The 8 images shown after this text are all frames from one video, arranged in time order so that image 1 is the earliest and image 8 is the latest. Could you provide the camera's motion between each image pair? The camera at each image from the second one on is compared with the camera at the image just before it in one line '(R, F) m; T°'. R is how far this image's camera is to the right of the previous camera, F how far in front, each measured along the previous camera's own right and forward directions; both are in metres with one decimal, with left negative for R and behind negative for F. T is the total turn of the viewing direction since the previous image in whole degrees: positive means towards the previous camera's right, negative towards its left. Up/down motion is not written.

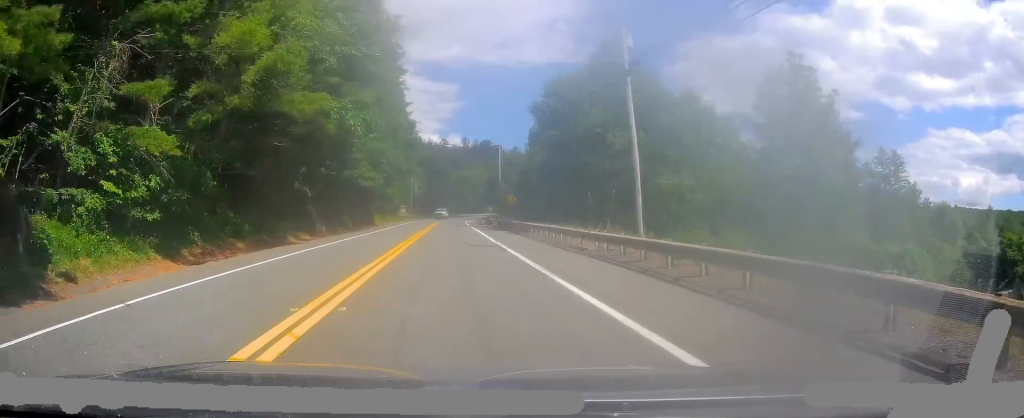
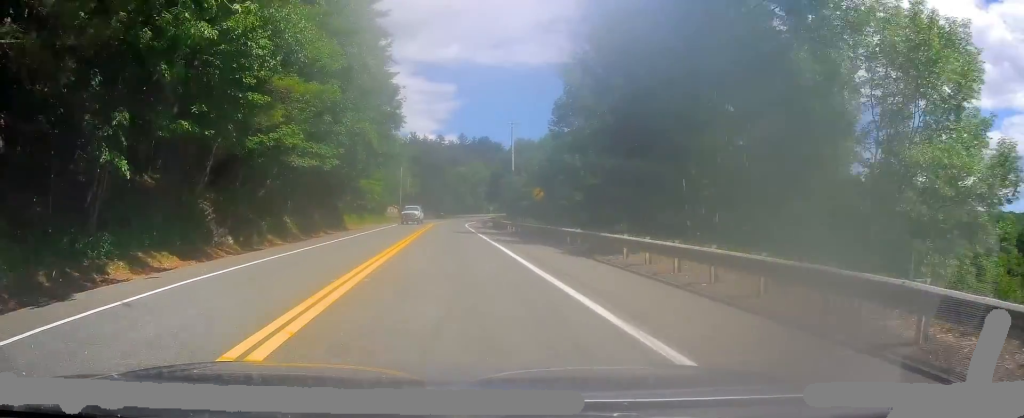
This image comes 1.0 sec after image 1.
(-0.3, +19.2) m; 0°
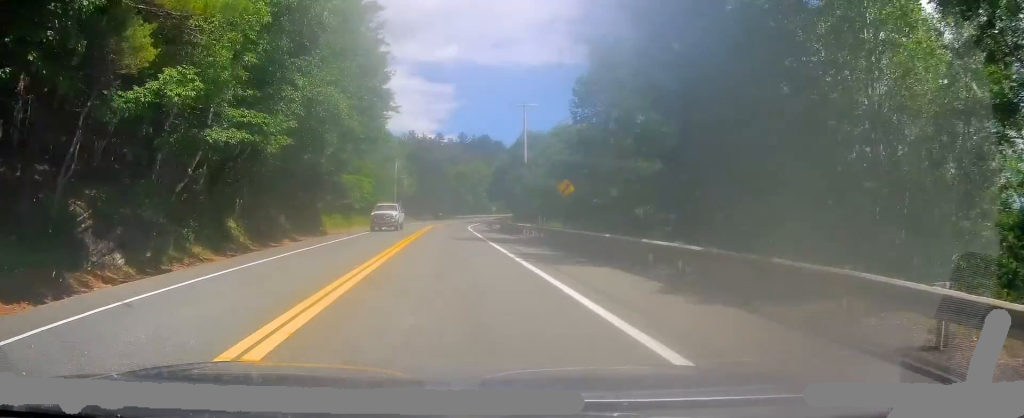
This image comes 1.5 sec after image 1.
(0.0, +9.4) m; +1°
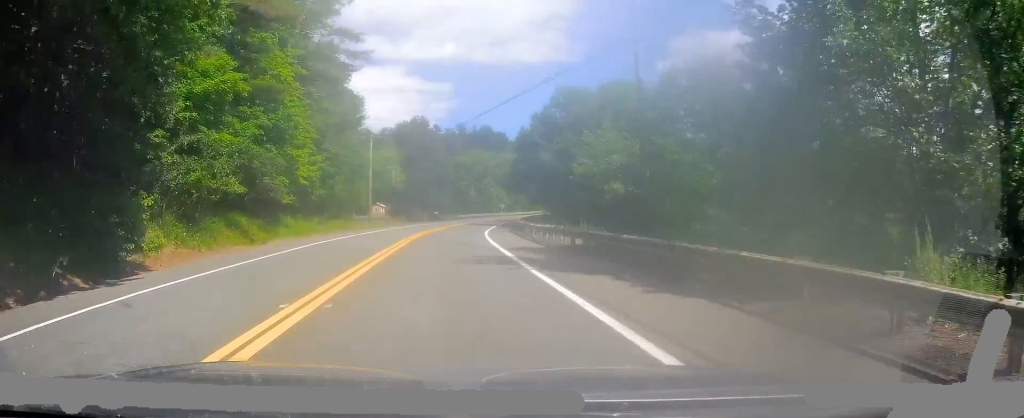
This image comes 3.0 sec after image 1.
(+0.2, +28.0) m; 0°
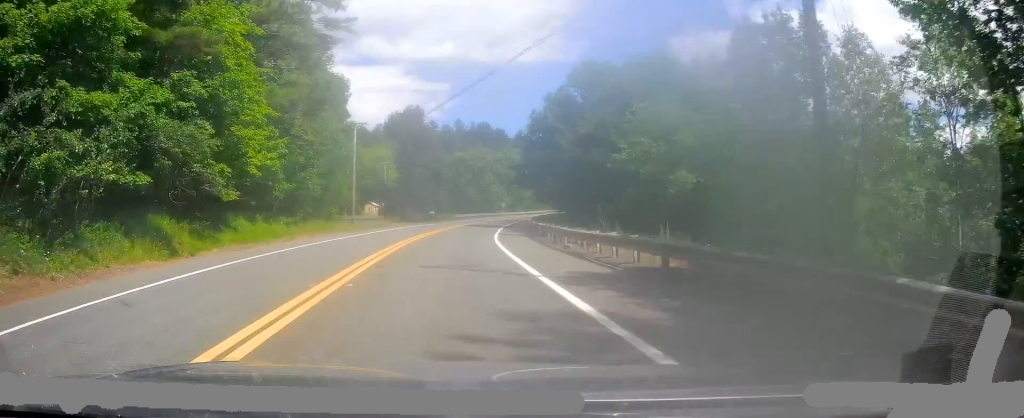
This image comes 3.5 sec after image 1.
(-0.4, +9.7) m; +1°
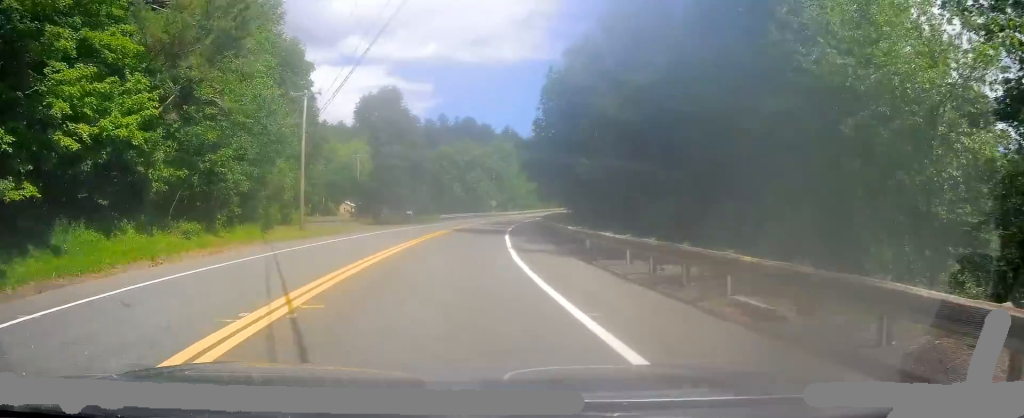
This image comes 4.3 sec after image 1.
(+0.6, +13.4) m; +3°
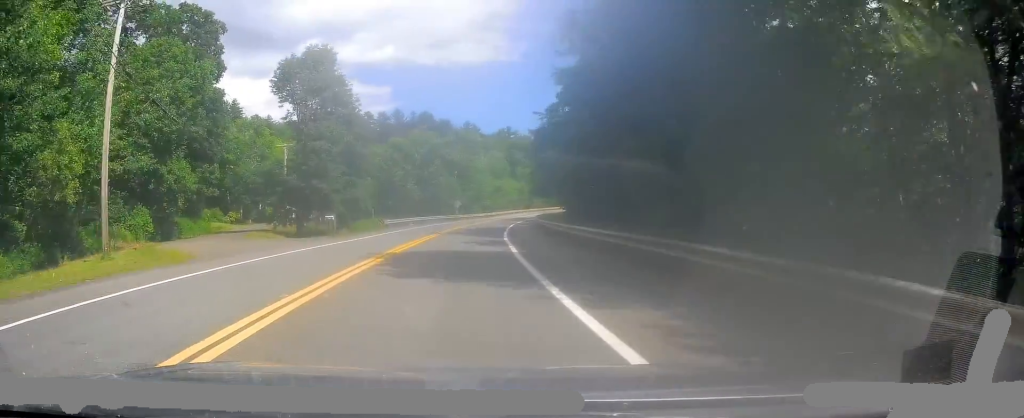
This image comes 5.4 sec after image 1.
(+0.5, +18.6) m; +3°
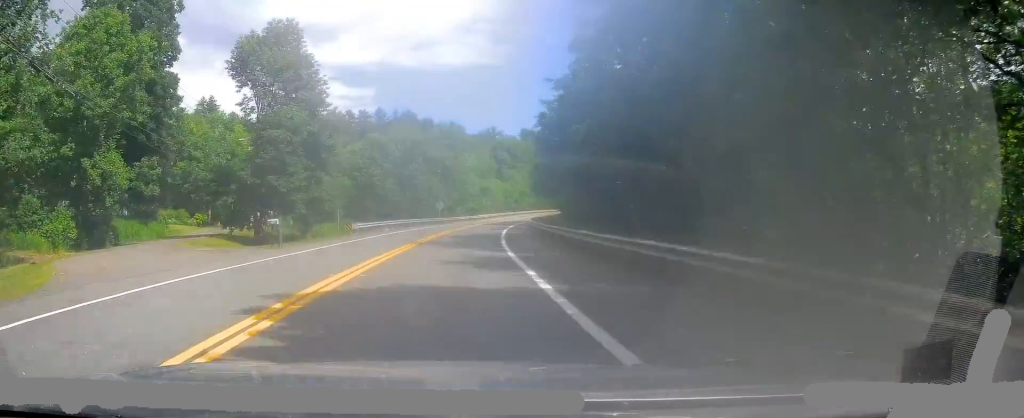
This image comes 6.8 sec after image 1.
(+0.5, +22.8) m; +3°
